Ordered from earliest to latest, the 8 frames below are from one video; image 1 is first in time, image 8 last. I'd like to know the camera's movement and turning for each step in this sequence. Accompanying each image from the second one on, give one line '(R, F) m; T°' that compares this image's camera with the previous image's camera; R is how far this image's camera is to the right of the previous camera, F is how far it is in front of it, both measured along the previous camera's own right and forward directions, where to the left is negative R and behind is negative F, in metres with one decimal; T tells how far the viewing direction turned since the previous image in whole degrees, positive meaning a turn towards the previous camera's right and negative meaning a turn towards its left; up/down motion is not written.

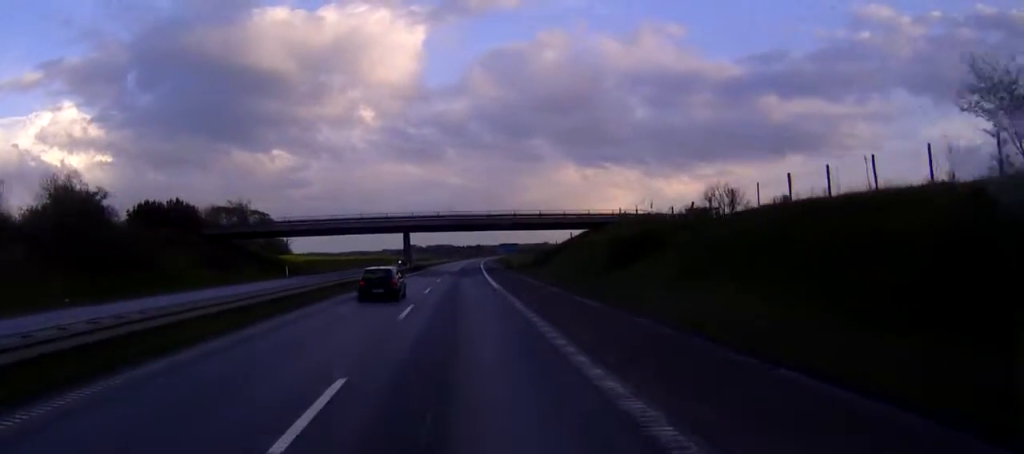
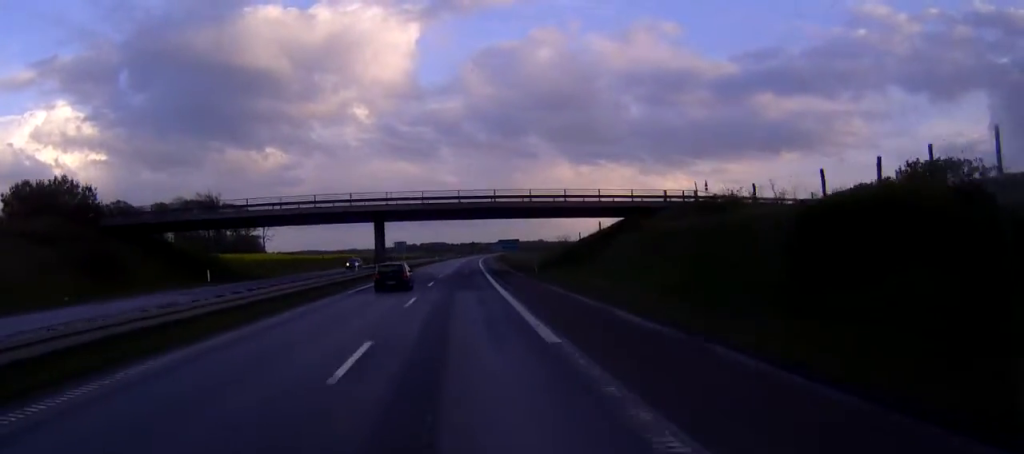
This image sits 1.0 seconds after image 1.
(+0.1, +25.5) m; 0°
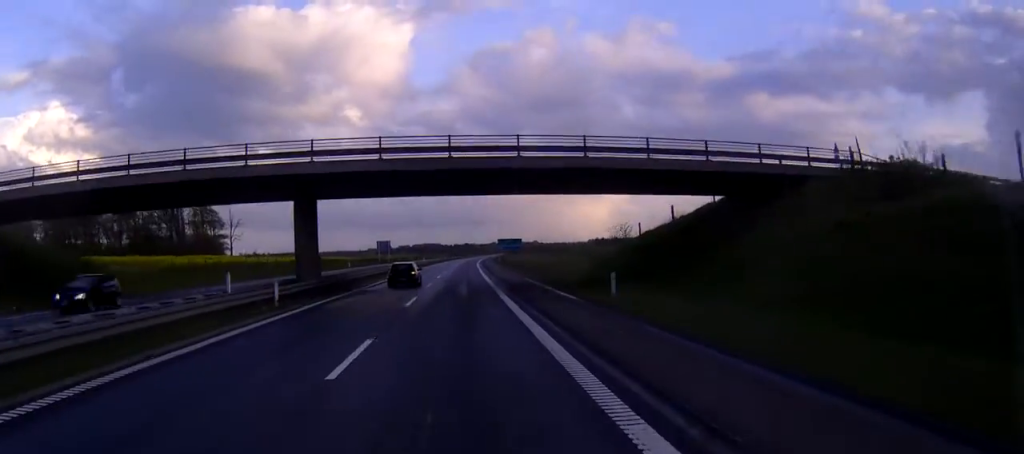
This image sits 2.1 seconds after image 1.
(0.0, +29.9) m; 0°
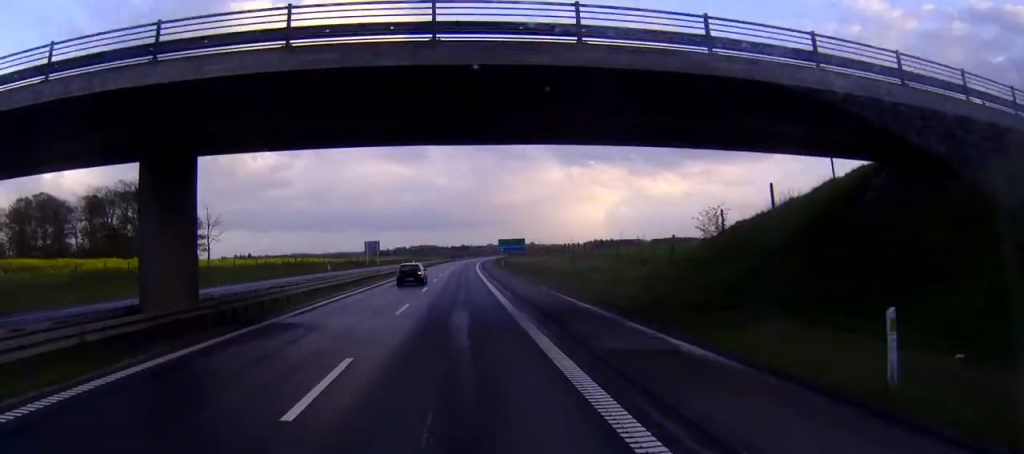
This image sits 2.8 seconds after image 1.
(0.0, +17.7) m; 0°
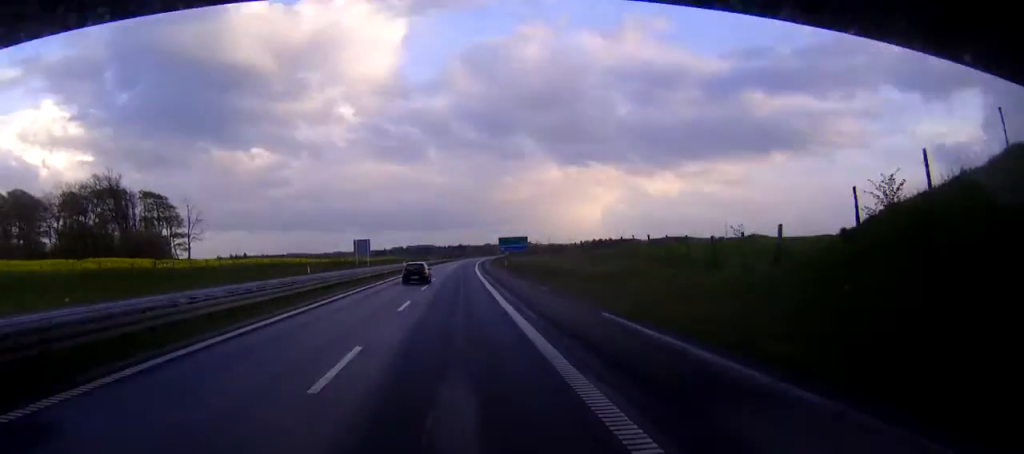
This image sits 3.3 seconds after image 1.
(0.0, +13.3) m; 0°
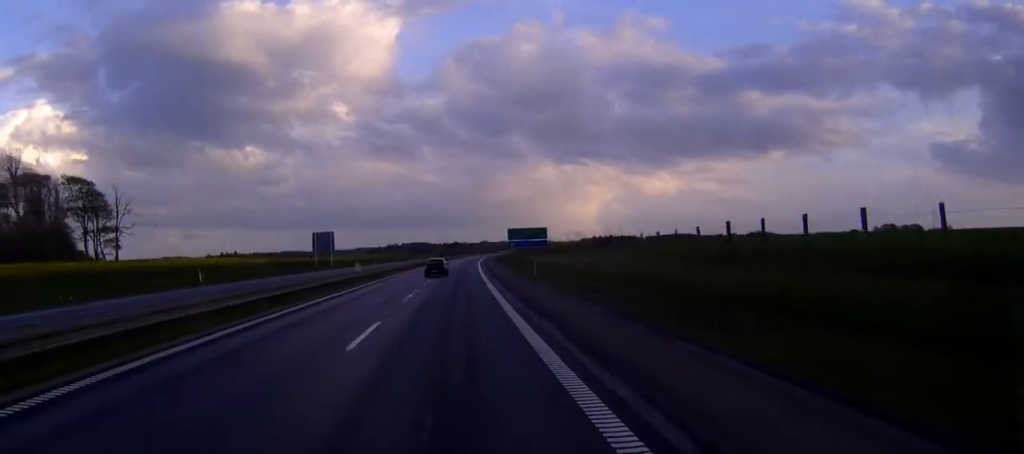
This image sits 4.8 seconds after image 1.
(+0.2, +40.8) m; +1°
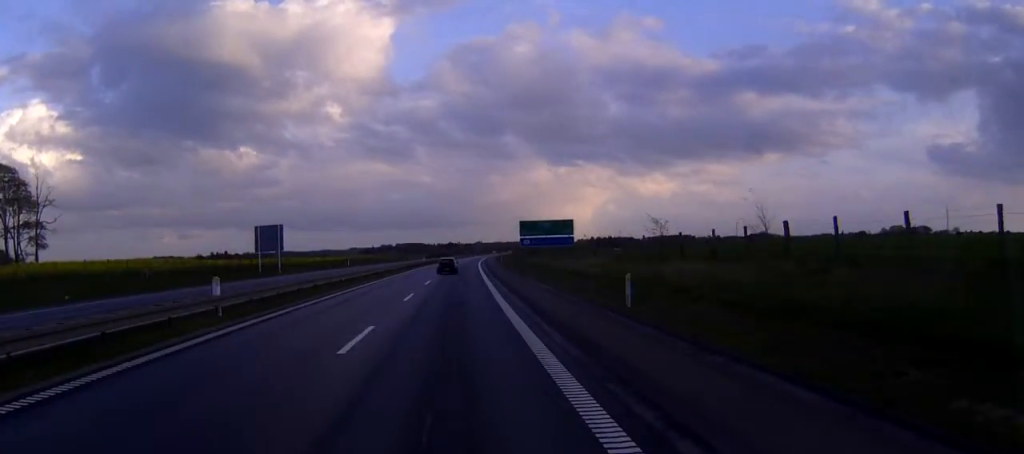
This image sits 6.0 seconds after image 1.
(+0.1, +31.0) m; 0°
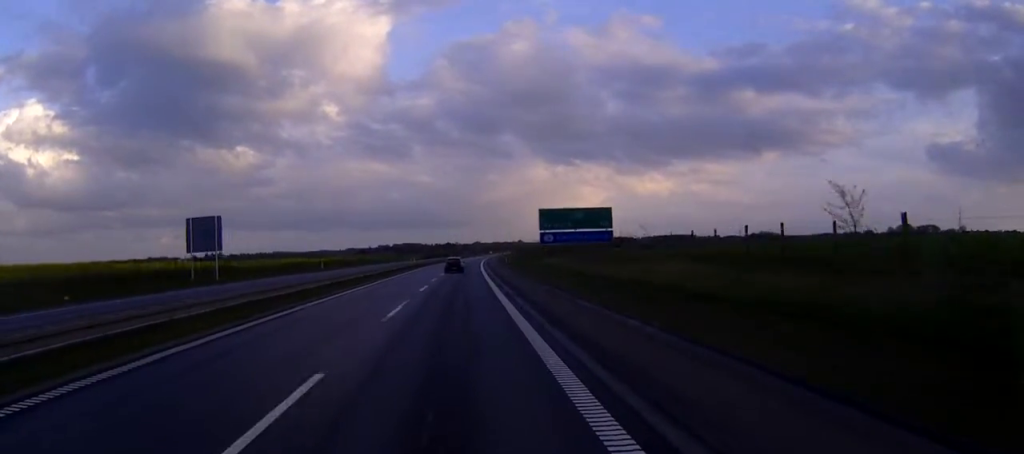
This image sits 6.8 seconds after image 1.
(+0.1, +22.1) m; 0°
